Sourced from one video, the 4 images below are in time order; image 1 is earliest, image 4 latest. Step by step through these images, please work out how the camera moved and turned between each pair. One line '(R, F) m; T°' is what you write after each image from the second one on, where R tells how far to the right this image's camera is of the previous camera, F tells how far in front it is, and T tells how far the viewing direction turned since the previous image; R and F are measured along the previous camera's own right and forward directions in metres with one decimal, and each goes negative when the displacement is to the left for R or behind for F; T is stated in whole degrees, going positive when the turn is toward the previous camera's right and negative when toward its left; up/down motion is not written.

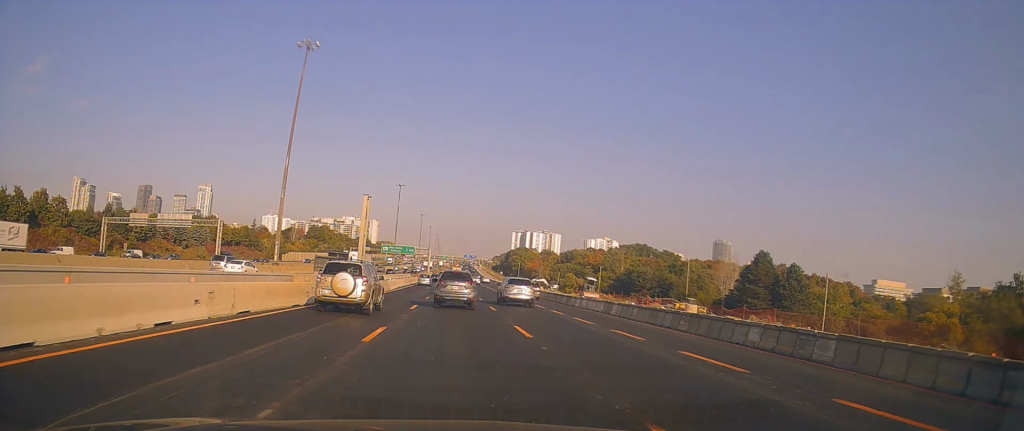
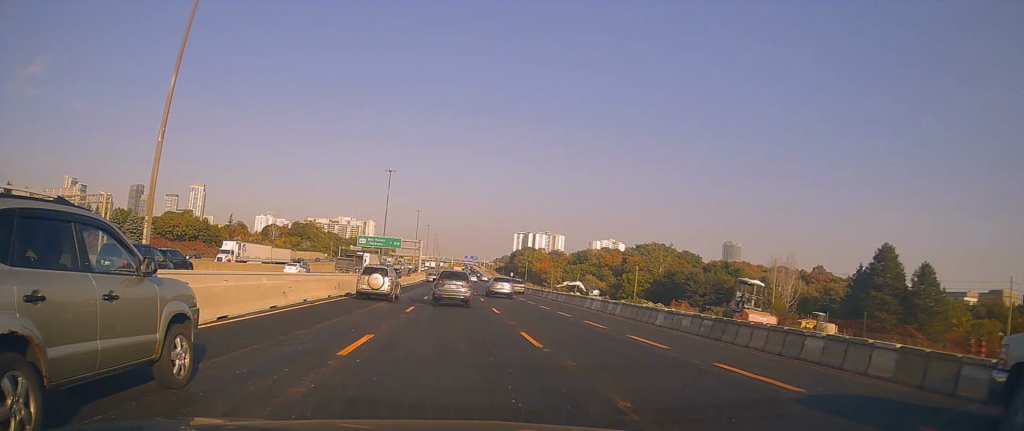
(+0.1, +38.4) m; 0°
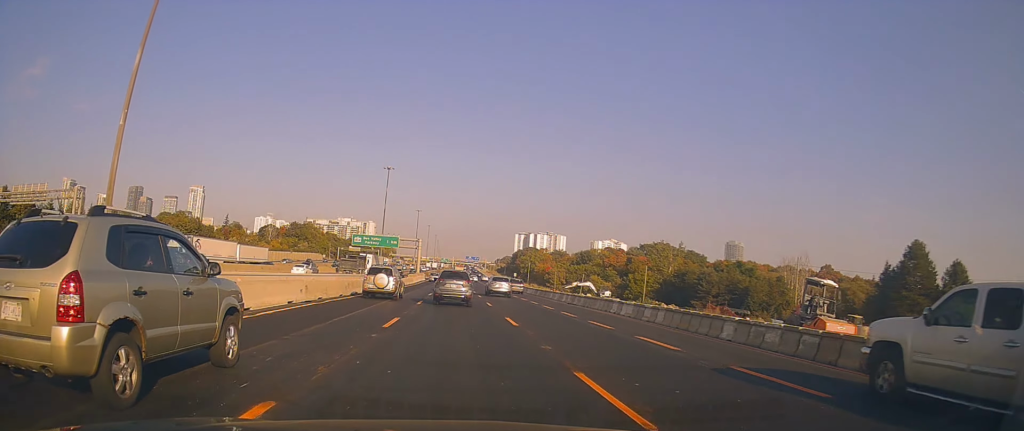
(0.0, +6.8) m; 0°
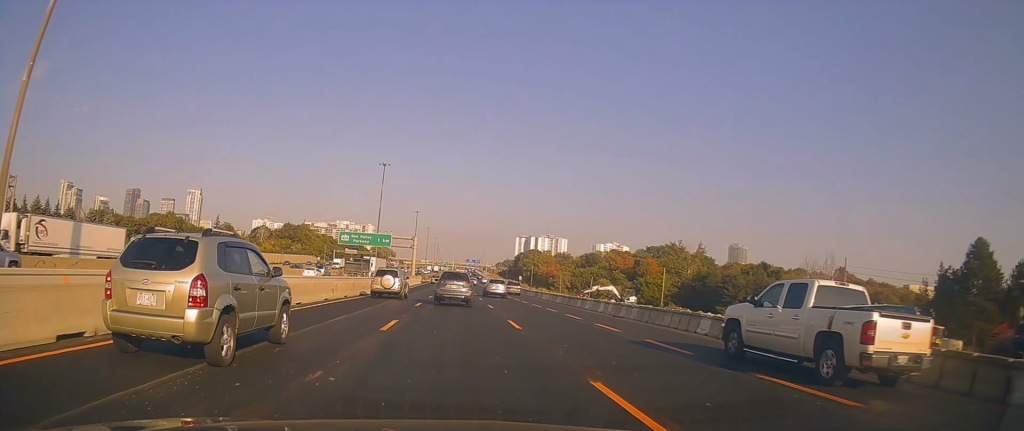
(0.0, +12.8) m; +1°
